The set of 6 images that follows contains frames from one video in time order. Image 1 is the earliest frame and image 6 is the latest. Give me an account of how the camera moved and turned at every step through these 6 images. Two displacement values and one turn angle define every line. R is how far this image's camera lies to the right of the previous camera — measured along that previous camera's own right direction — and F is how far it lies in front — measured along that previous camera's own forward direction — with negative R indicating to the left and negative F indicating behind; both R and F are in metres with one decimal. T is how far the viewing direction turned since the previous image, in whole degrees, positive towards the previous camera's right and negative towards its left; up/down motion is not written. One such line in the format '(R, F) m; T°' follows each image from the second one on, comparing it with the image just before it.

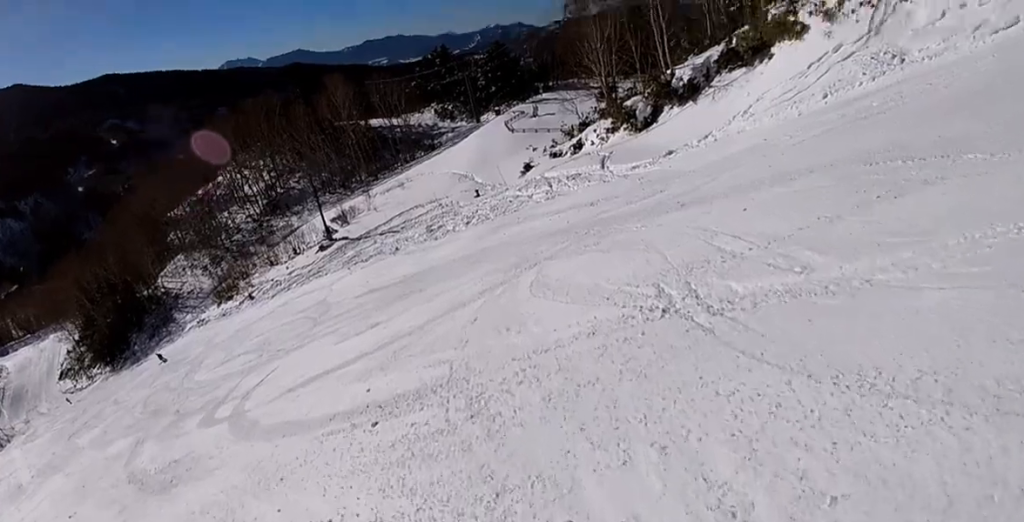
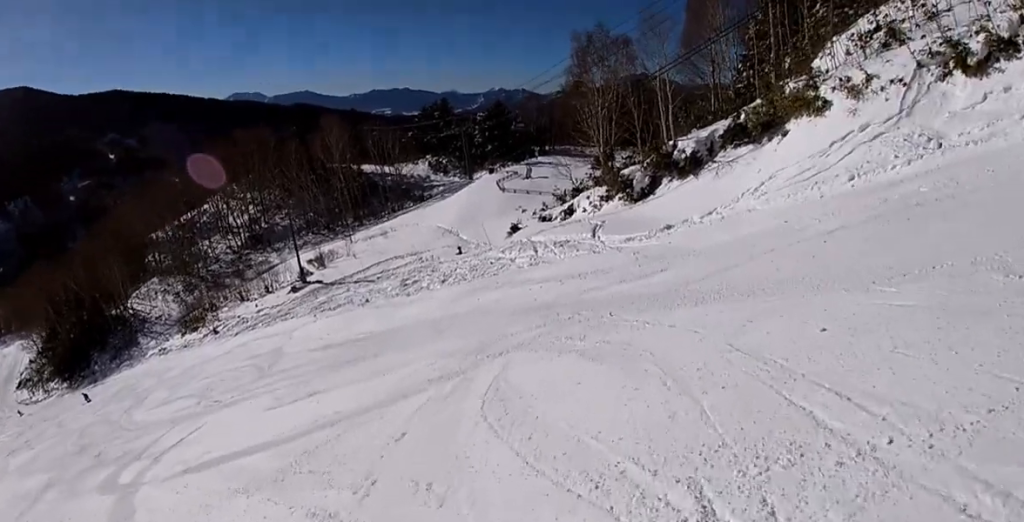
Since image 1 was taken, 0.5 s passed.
(0.0, +2.2) m; +7°
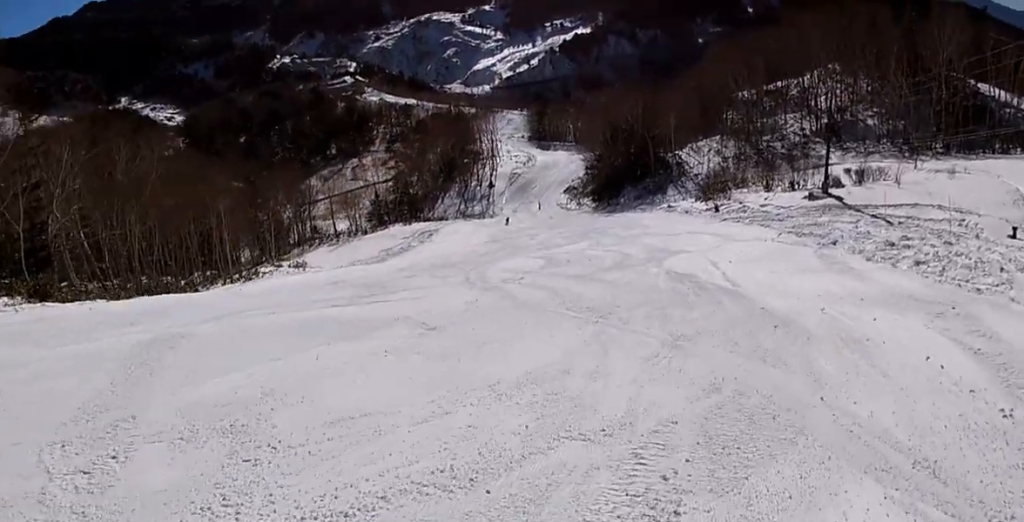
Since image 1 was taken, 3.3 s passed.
(-0.9, +11.0) m; -59°
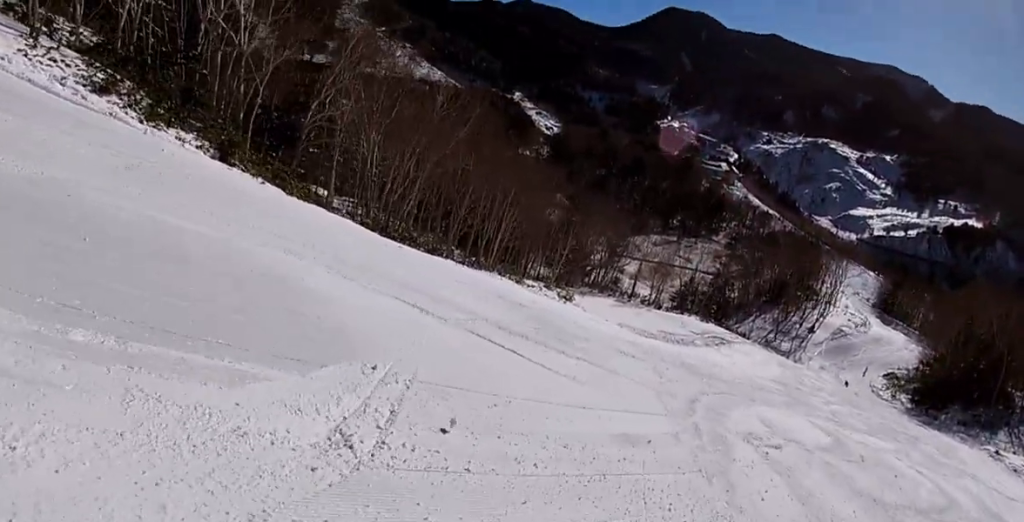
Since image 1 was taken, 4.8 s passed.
(-3.7, +5.7) m; -44°
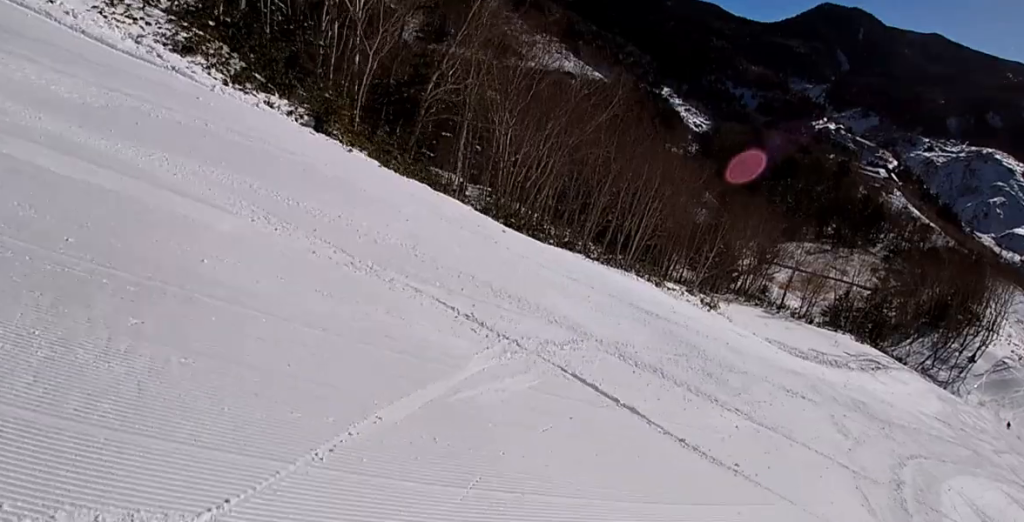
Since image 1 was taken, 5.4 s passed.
(-0.8, +2.8) m; +1°
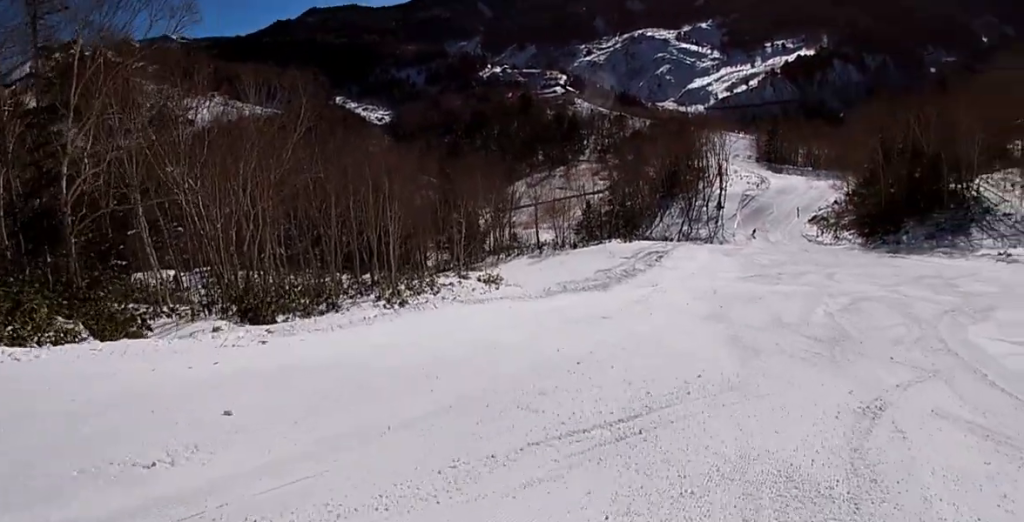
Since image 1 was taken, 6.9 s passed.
(+0.9, +7.6) m; +15°
